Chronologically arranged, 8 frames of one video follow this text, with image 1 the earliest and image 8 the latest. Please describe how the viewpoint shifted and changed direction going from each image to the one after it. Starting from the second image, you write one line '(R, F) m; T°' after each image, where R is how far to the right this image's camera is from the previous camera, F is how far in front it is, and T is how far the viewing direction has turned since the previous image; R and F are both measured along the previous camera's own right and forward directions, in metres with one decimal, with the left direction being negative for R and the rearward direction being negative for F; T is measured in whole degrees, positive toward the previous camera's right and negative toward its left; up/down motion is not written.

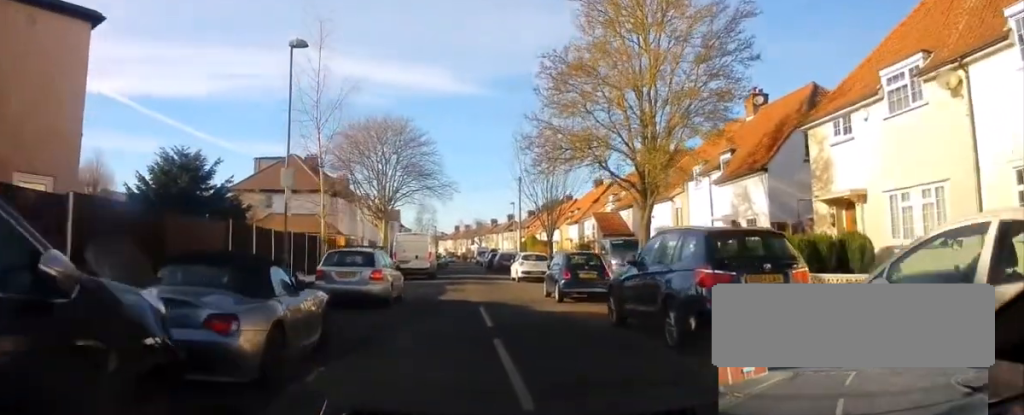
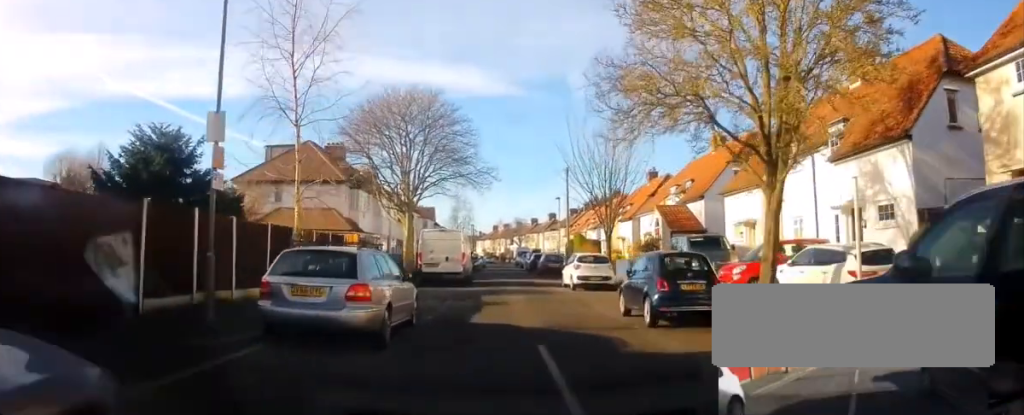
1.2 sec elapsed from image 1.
(-0.1, +5.5) m; 0°
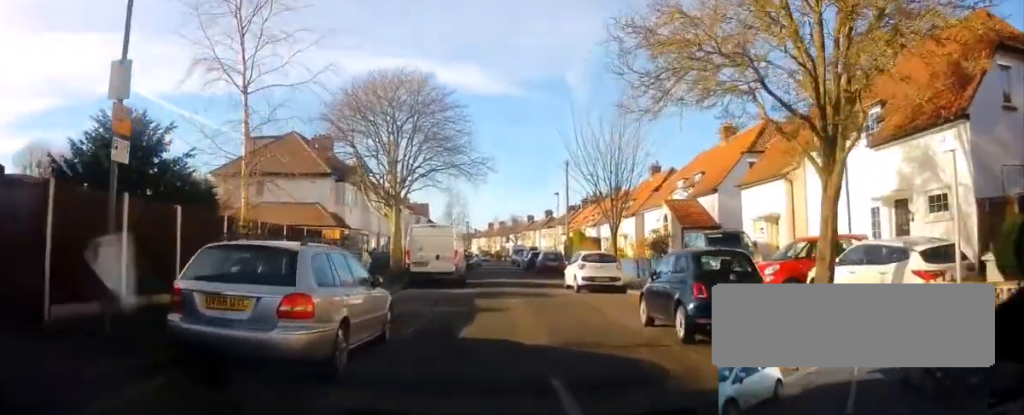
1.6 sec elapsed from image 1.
(0.0, +2.4) m; +2°
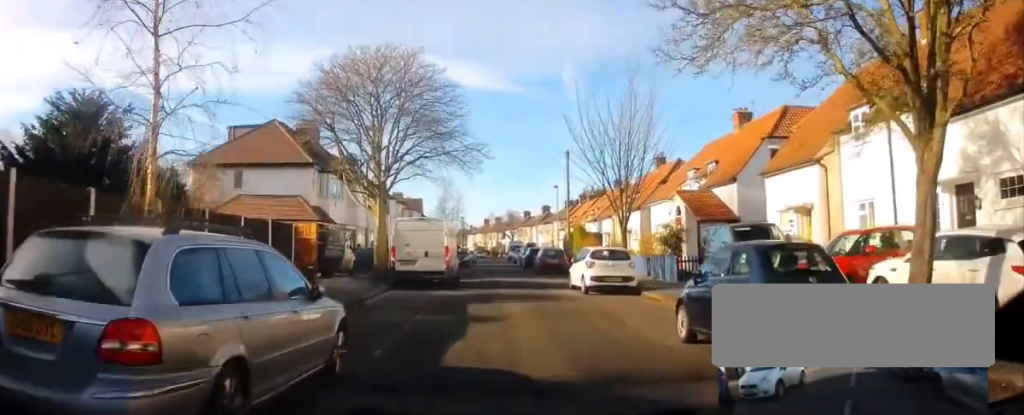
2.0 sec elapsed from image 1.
(-0.1, +2.4) m; +2°
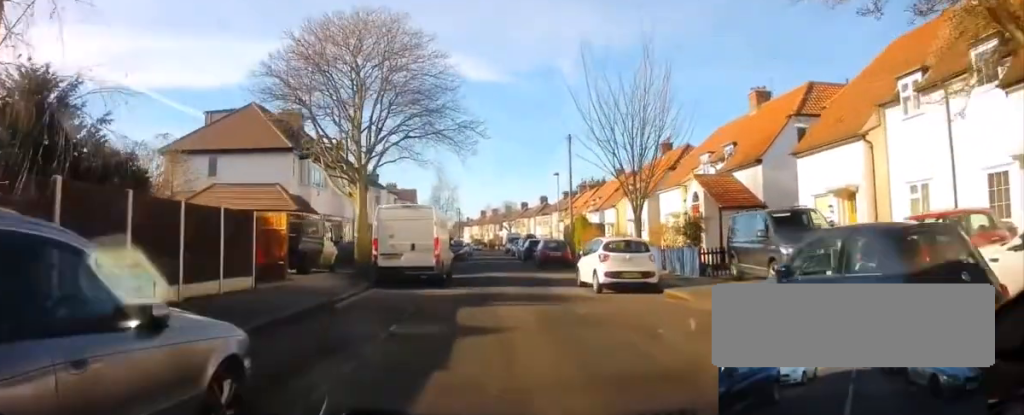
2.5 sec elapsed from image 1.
(+0.2, +2.8) m; 0°
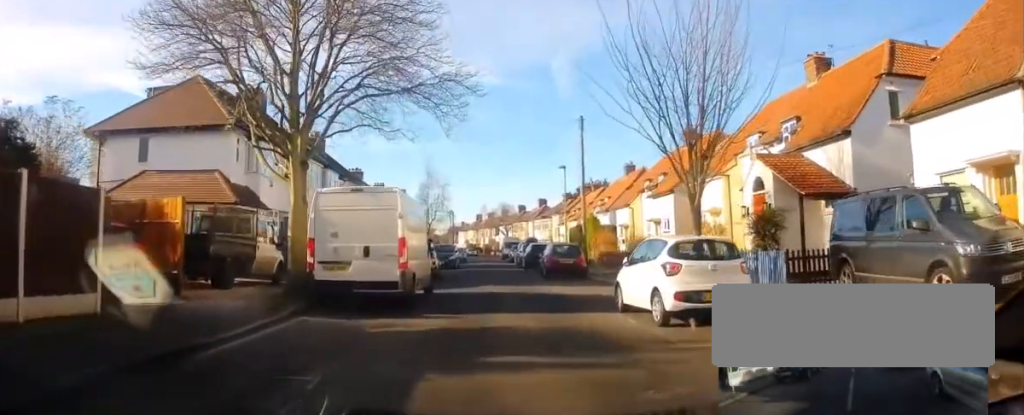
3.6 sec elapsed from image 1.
(0.0, +6.4) m; -3°
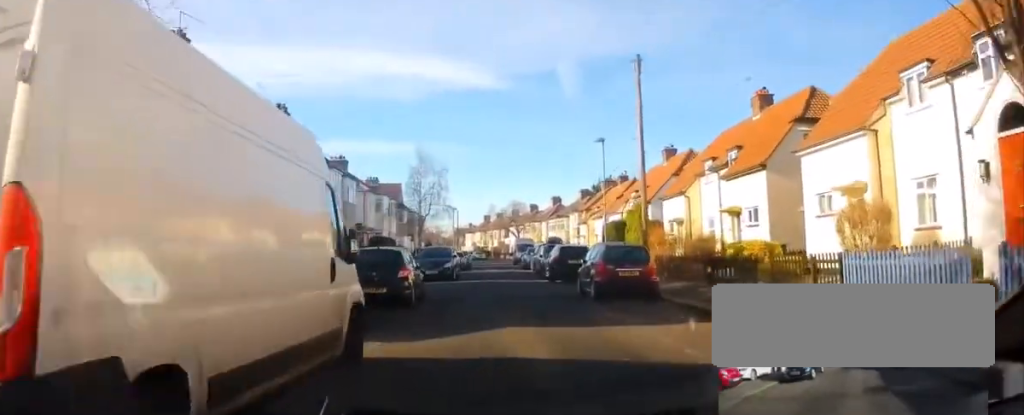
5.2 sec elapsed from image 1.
(-0.4, +9.7) m; -3°
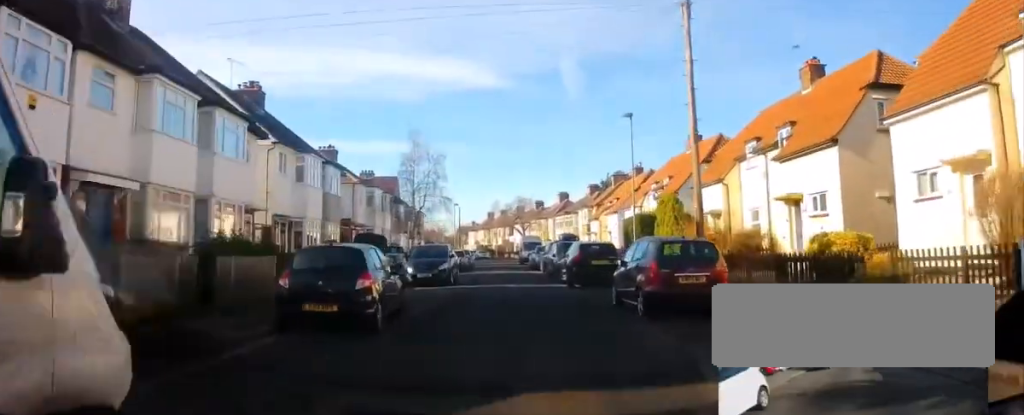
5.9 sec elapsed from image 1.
(0.0, +4.5) m; 0°
